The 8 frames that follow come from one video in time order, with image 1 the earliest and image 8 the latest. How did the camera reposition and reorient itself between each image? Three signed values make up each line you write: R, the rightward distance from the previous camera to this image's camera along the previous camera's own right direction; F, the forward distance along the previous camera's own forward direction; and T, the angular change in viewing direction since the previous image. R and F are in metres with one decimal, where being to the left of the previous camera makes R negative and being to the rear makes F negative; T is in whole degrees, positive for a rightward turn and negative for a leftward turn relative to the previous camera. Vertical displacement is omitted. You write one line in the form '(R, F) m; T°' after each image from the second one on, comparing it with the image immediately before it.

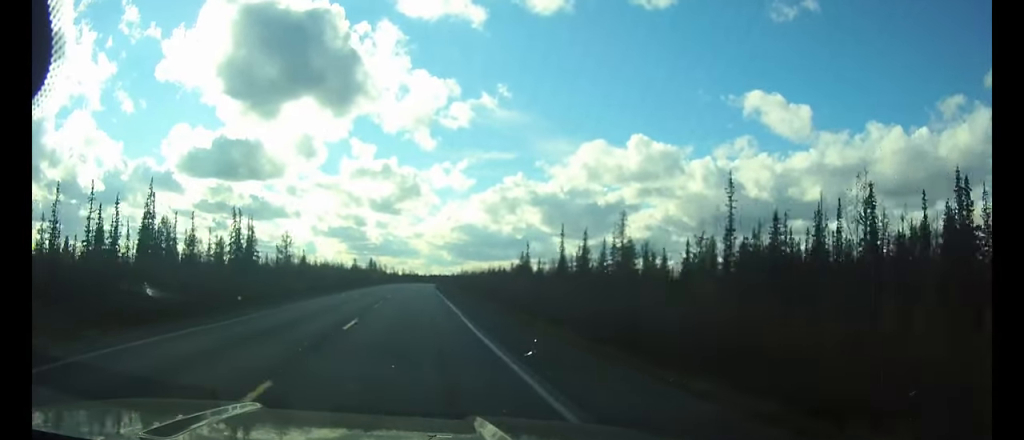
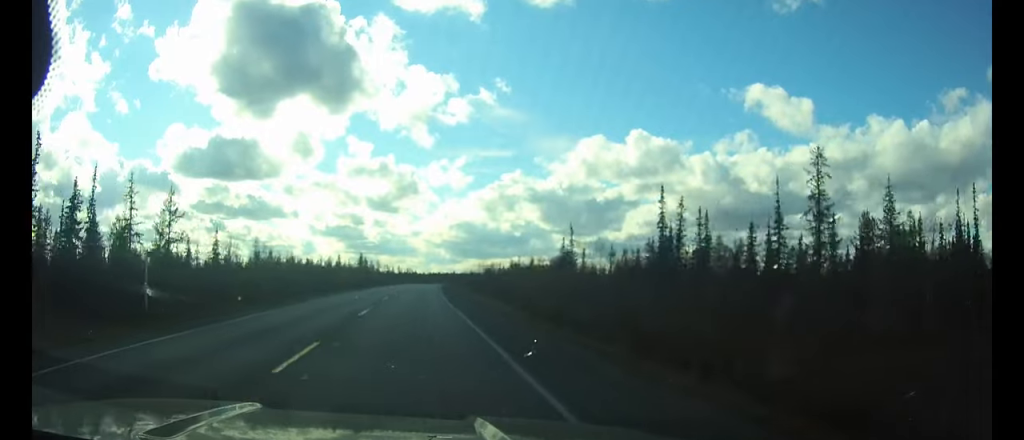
(+0.1, +40.8) m; +1°
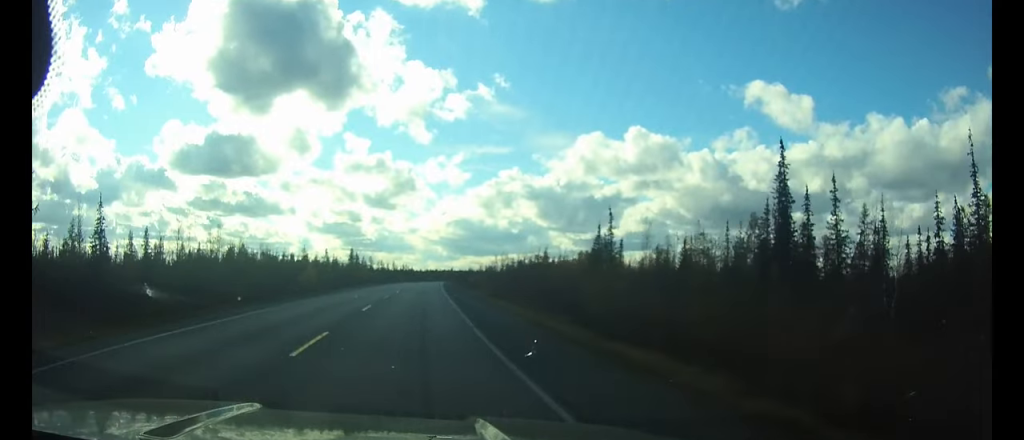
(+0.2, +20.9) m; +1°
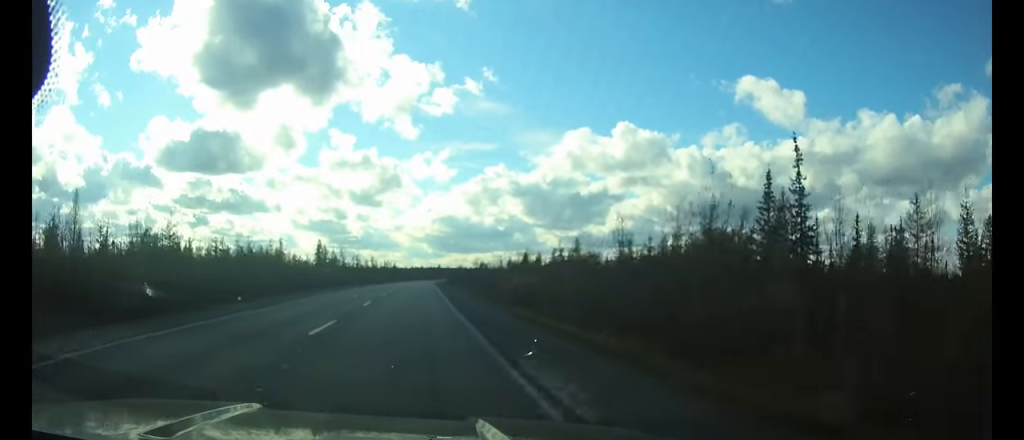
(+0.3, +43.0) m; +1°
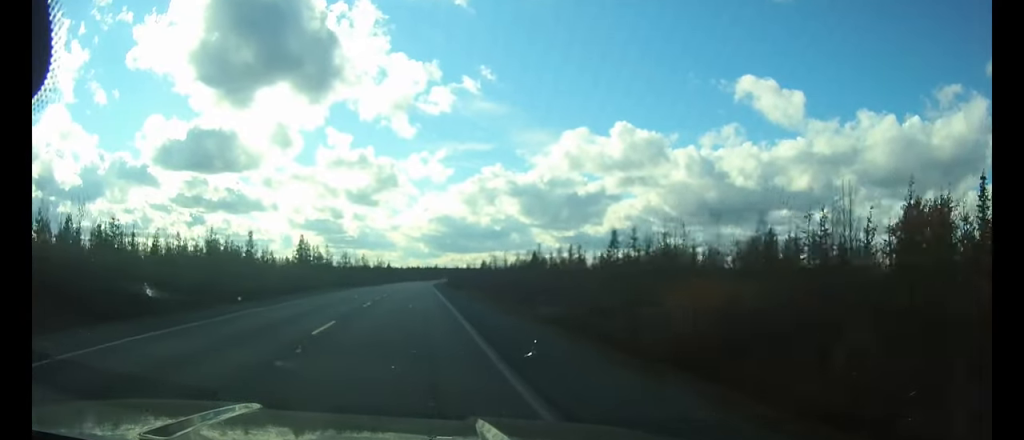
(+0.1, +22.3) m; 0°
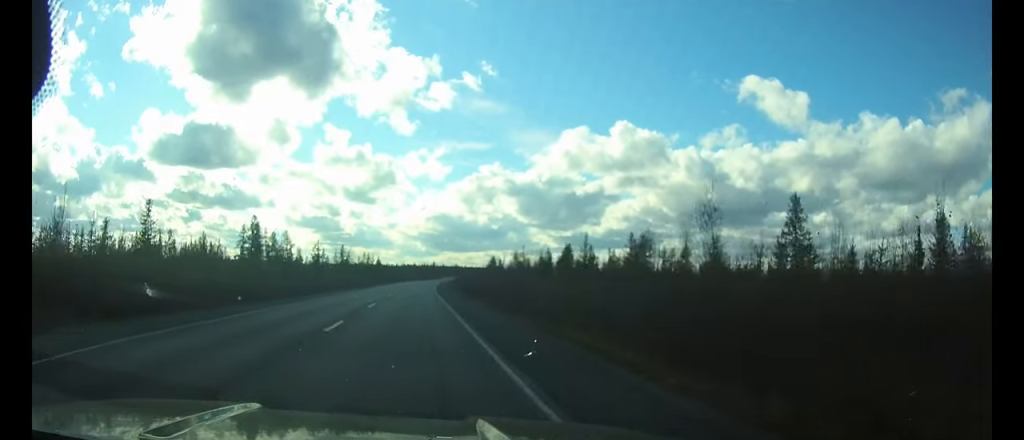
(+0.2, +42.6) m; +1°
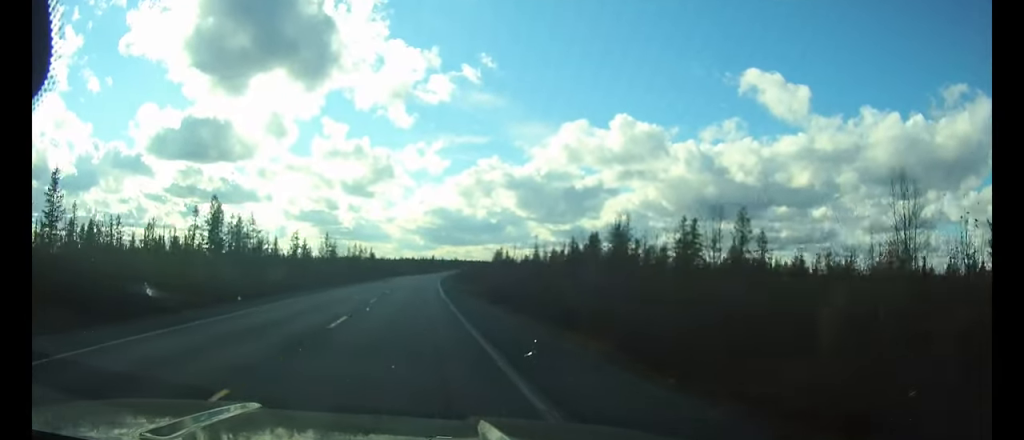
(+0.1, +21.9) m; 0°
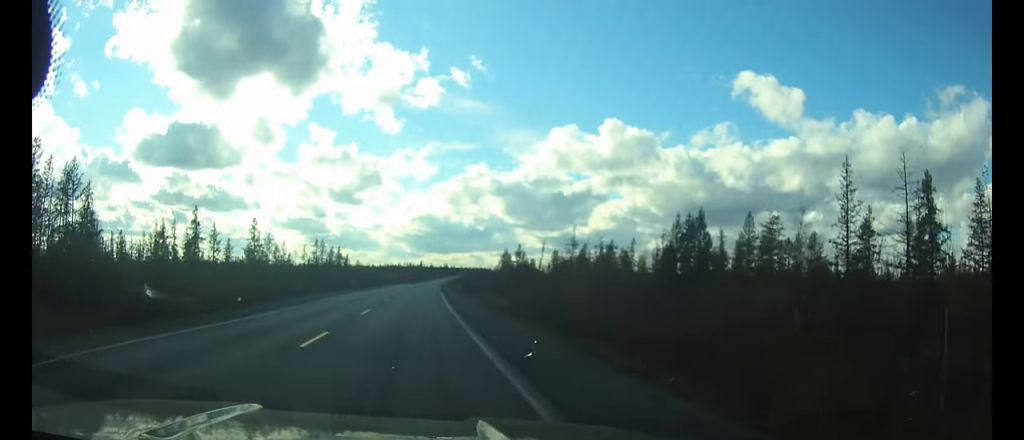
(+0.4, +48.6) m; +1°
